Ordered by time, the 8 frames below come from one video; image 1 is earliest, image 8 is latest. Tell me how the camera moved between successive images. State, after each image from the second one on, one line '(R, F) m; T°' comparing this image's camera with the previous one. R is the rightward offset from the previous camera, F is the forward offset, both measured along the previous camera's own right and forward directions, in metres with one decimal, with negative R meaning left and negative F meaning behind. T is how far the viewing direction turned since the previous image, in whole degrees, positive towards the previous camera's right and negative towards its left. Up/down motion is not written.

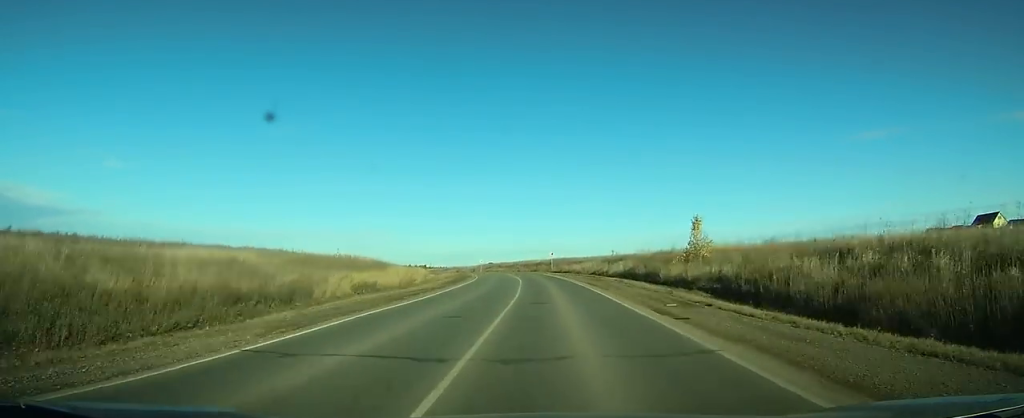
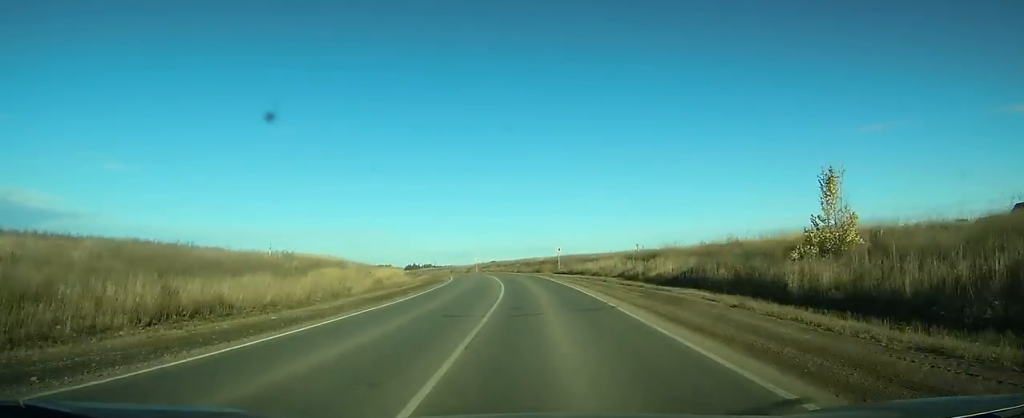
(0.0, +19.9) m; -1°
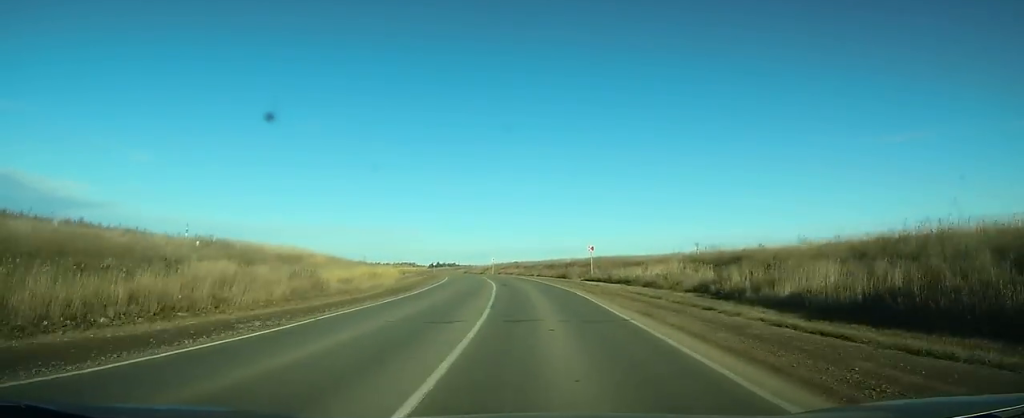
(+0.1, +17.5) m; -1°
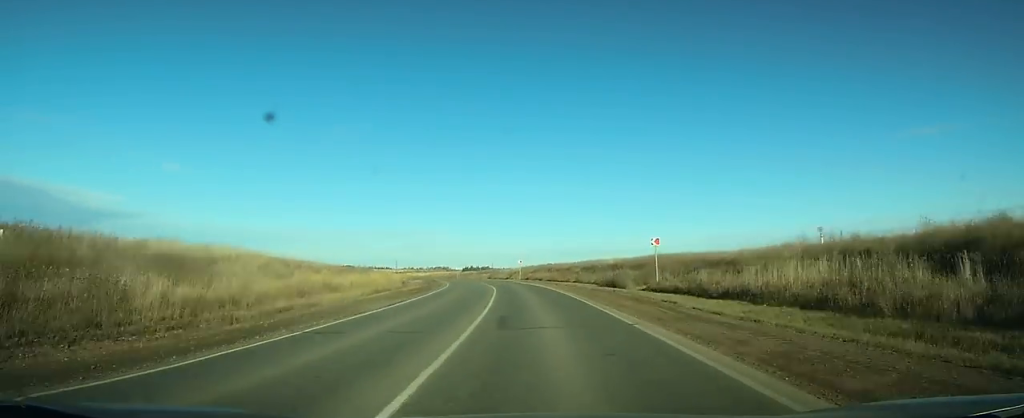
(+0.1, +18.9) m; -1°
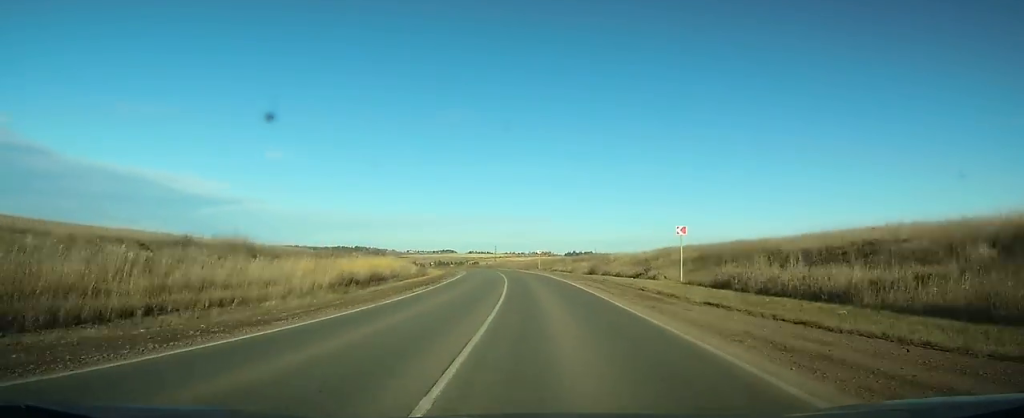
(-4.6, +61.8) m; -9°
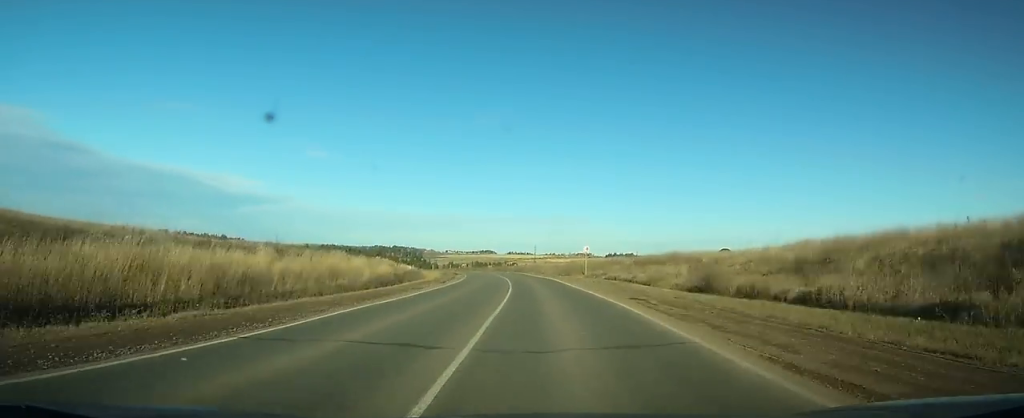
(-1.1, +29.5) m; -4°
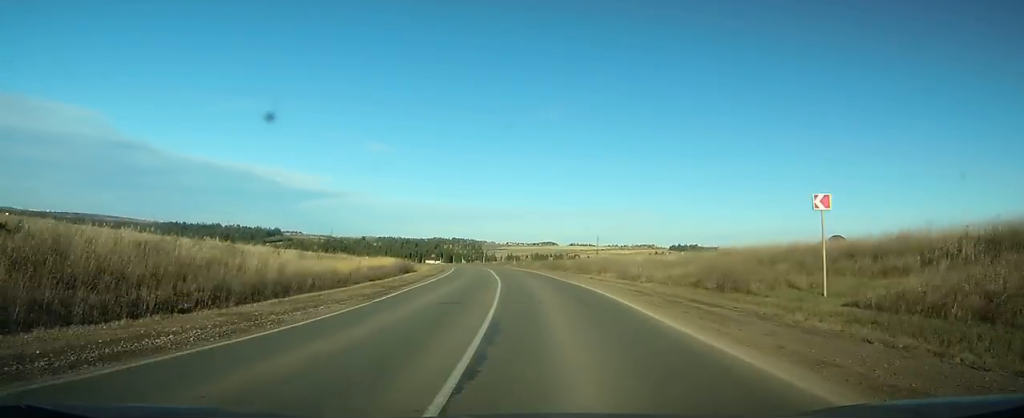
(-2.5, +45.8) m; -6°
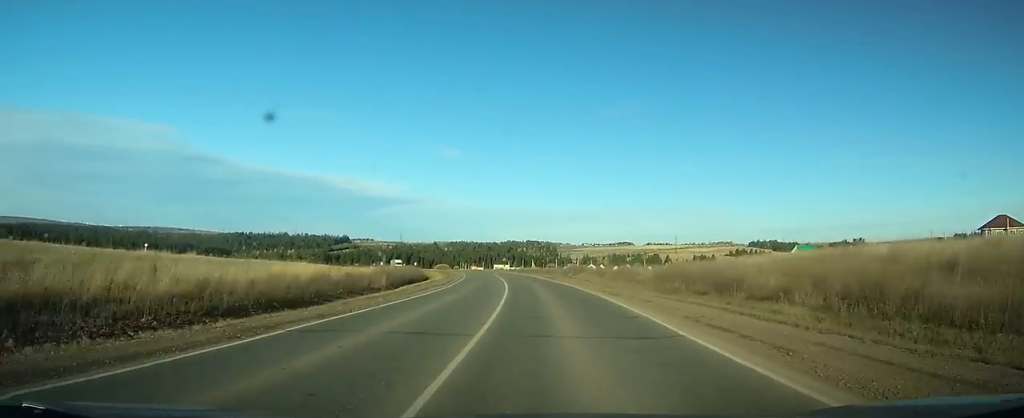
(-2.3, +45.1) m; -6°
